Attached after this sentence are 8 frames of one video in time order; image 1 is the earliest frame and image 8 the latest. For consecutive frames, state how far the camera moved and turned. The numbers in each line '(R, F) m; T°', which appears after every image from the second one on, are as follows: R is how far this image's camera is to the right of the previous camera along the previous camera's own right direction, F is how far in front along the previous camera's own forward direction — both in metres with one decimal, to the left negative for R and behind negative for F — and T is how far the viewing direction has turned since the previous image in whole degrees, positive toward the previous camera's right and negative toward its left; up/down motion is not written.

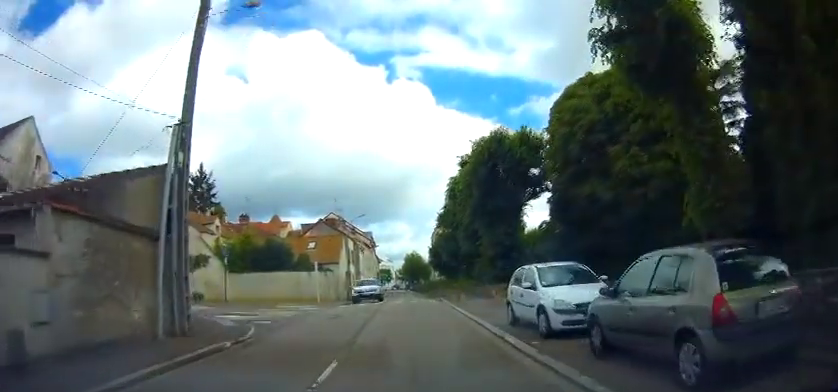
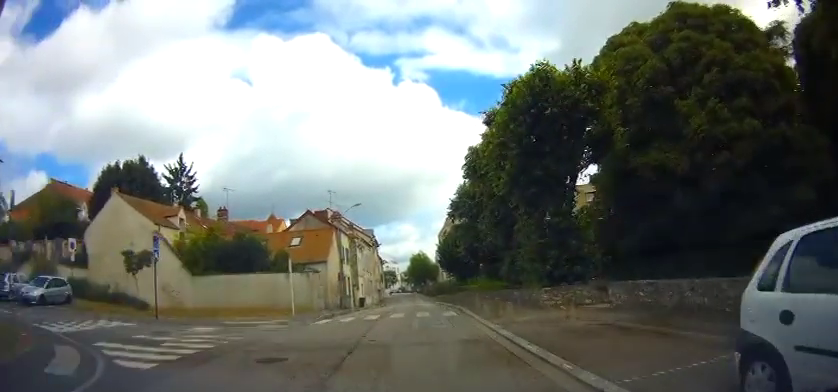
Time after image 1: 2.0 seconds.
(+0.1, +8.7) m; 0°
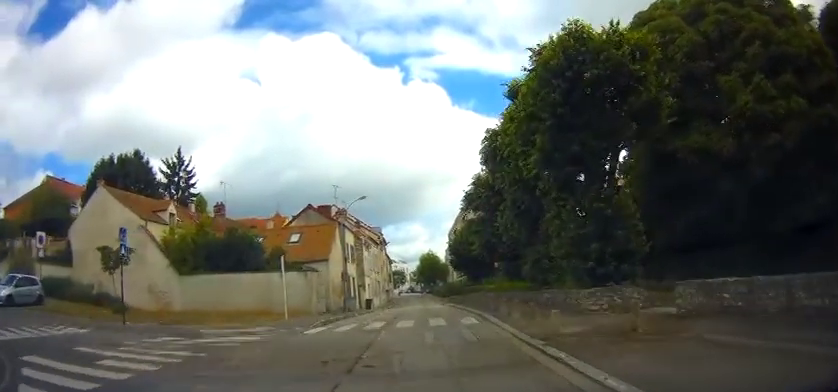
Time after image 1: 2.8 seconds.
(0.0, +3.2) m; -4°
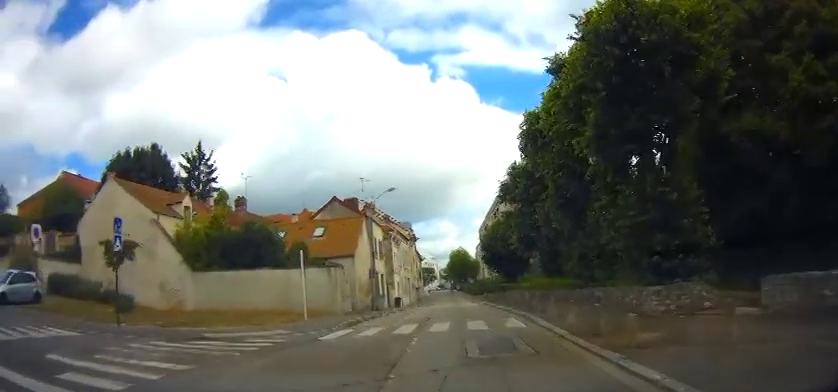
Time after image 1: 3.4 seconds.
(0.0, +2.1) m; -4°
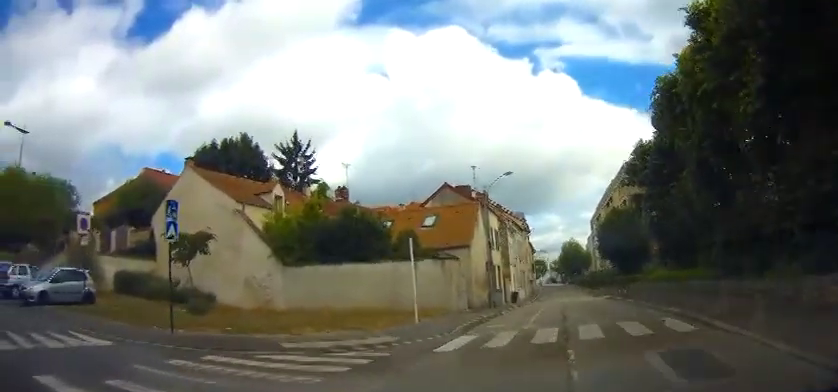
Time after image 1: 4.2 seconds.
(-0.2, +3.2) m; -15°
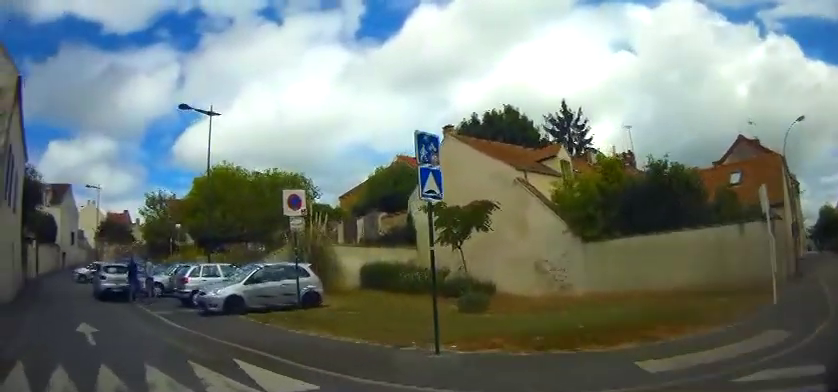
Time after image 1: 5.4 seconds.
(-1.2, +4.8) m; -24°
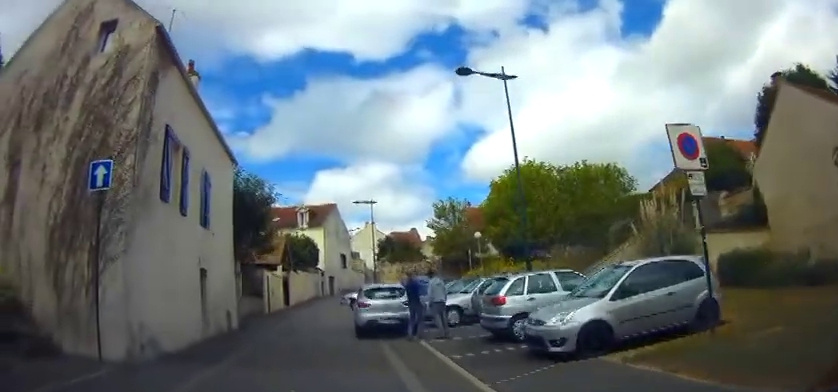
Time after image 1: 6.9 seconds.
(-1.6, +5.3) m; -33°
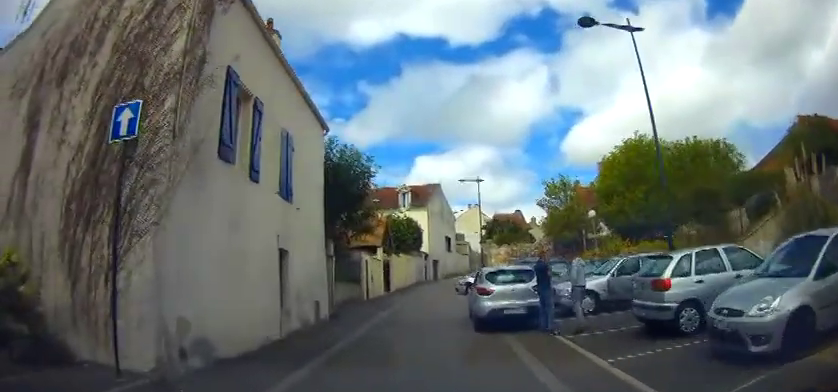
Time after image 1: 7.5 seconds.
(-0.4, +2.4) m; -10°
